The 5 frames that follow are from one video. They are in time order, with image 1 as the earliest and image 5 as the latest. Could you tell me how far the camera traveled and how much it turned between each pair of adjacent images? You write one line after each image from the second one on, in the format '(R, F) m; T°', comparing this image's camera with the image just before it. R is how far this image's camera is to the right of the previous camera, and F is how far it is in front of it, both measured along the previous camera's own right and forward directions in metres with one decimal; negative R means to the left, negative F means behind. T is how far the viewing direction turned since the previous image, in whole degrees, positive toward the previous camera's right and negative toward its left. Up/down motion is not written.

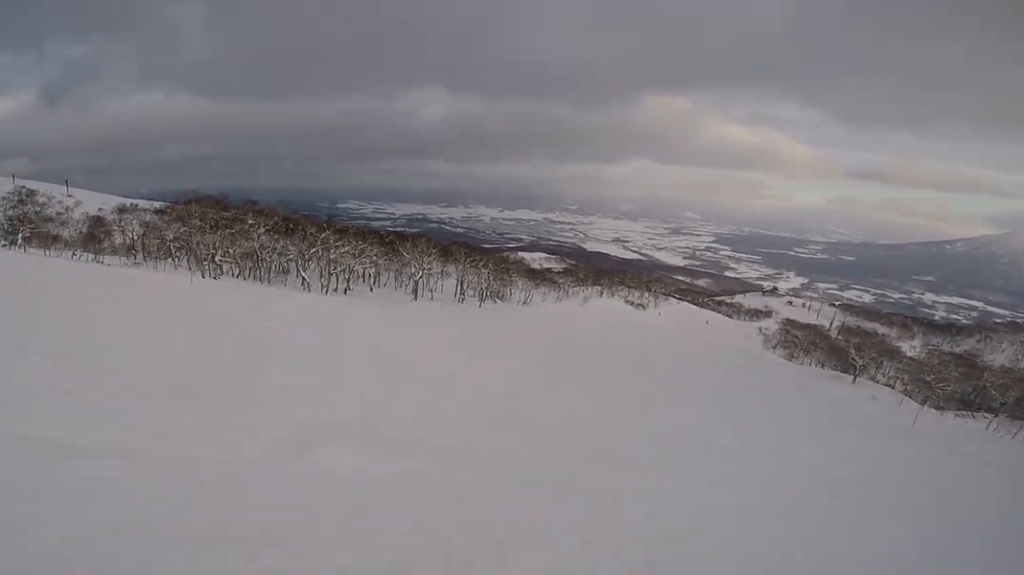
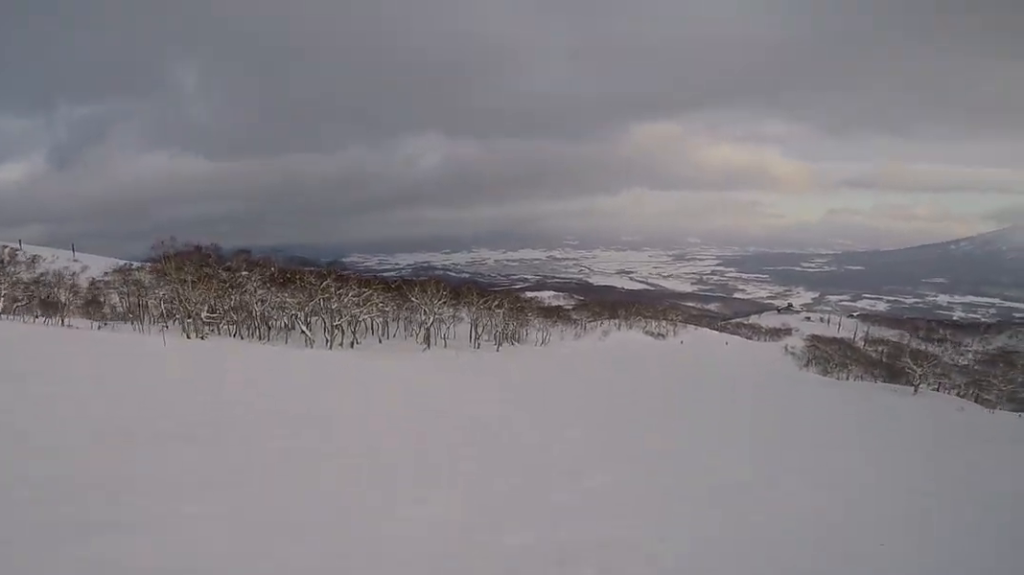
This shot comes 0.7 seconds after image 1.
(-0.1, +5.2) m; +6°
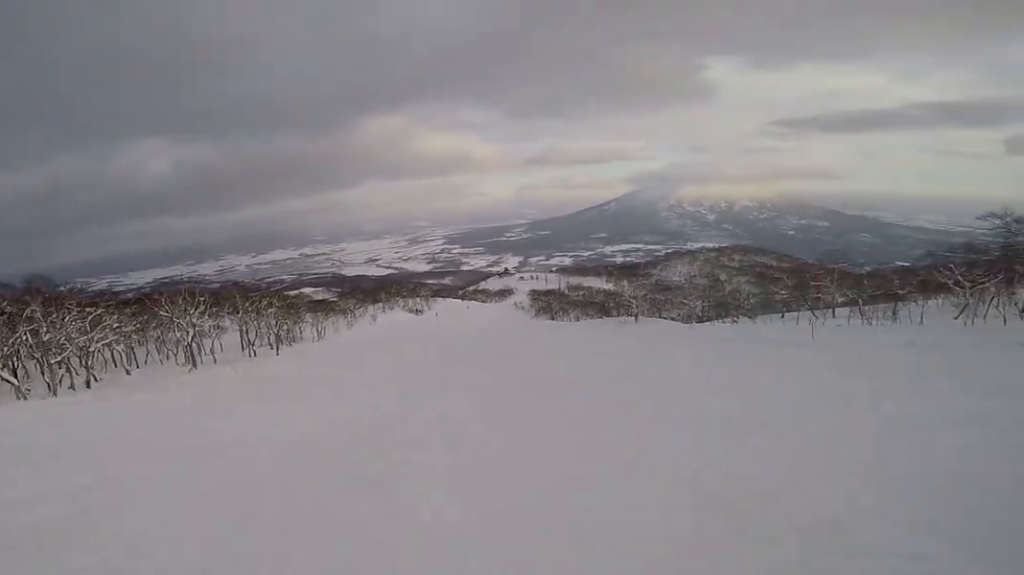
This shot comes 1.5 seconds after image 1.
(+1.0, +6.1) m; +14°
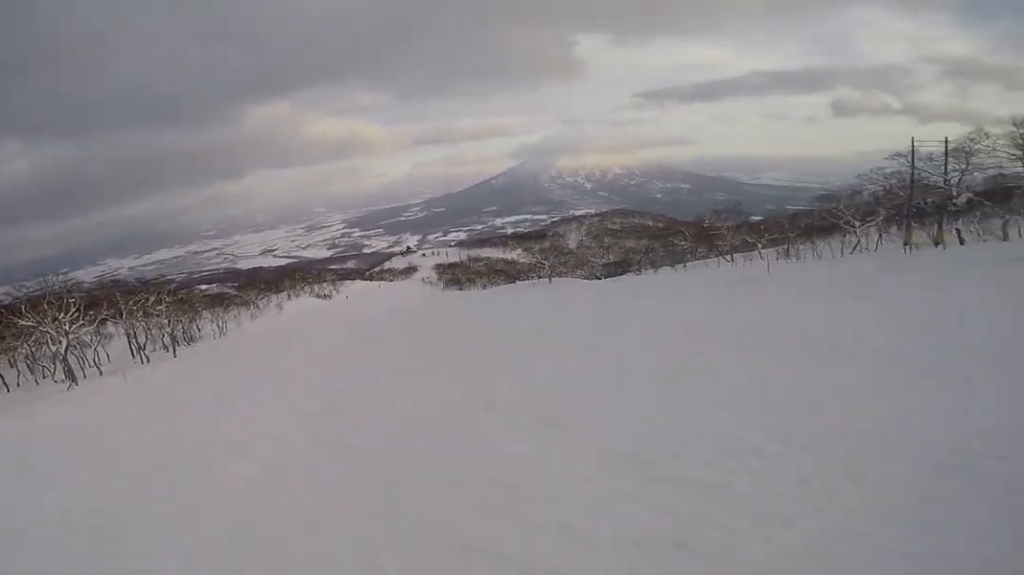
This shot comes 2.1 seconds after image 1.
(0.0, +4.7) m; +13°
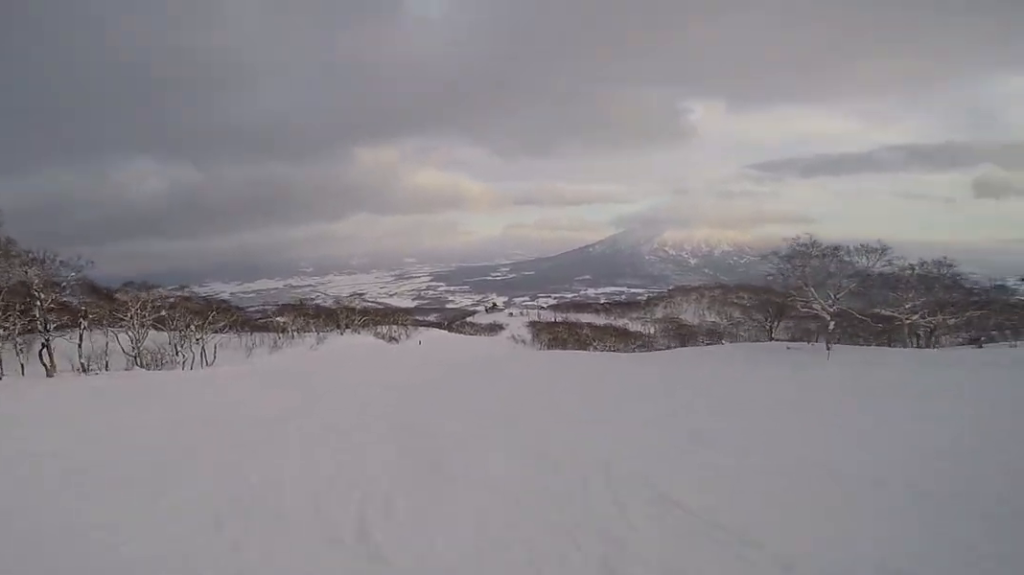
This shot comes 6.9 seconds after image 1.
(+0.4, +40.3) m; -2°
